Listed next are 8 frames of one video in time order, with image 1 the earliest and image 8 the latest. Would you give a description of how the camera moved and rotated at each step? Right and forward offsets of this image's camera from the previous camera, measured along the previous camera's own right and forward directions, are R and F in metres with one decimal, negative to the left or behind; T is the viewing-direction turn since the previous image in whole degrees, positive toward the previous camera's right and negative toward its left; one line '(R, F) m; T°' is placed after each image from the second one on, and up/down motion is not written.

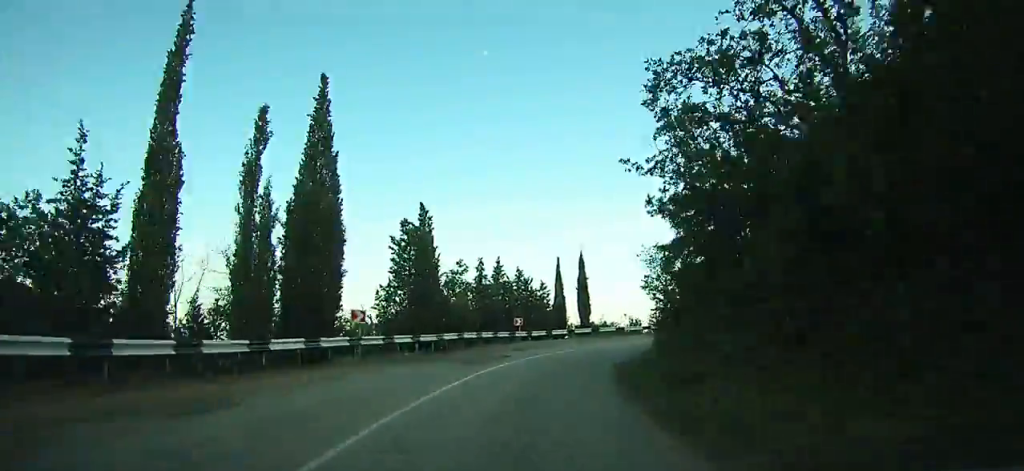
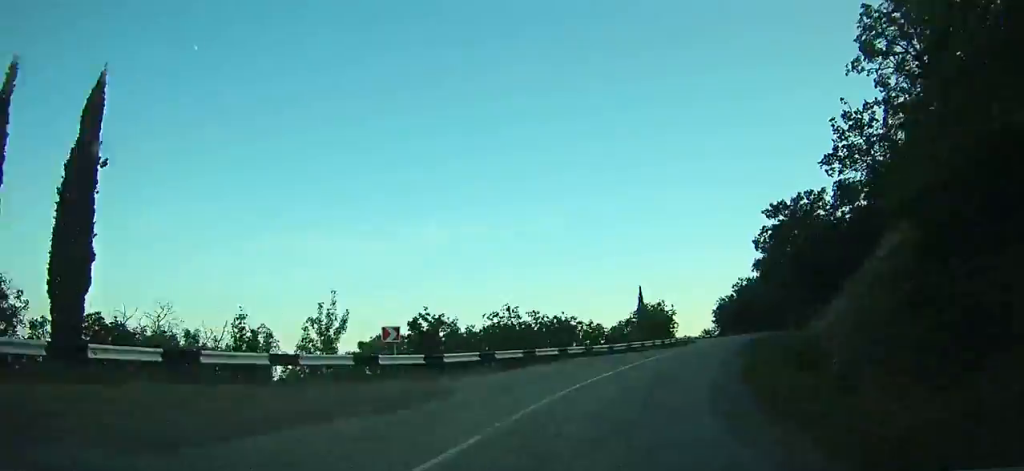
(+4.4, +38.1) m; +23°
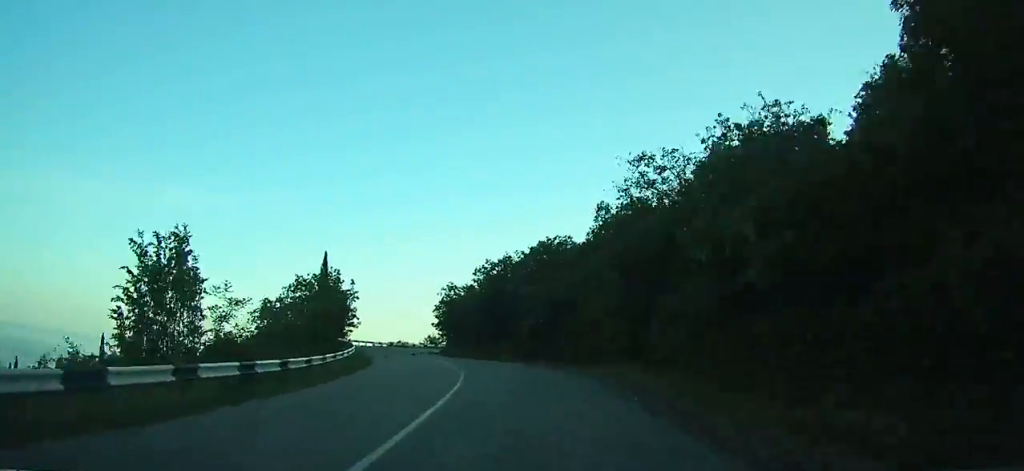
(+11.1, +38.5) m; +17°
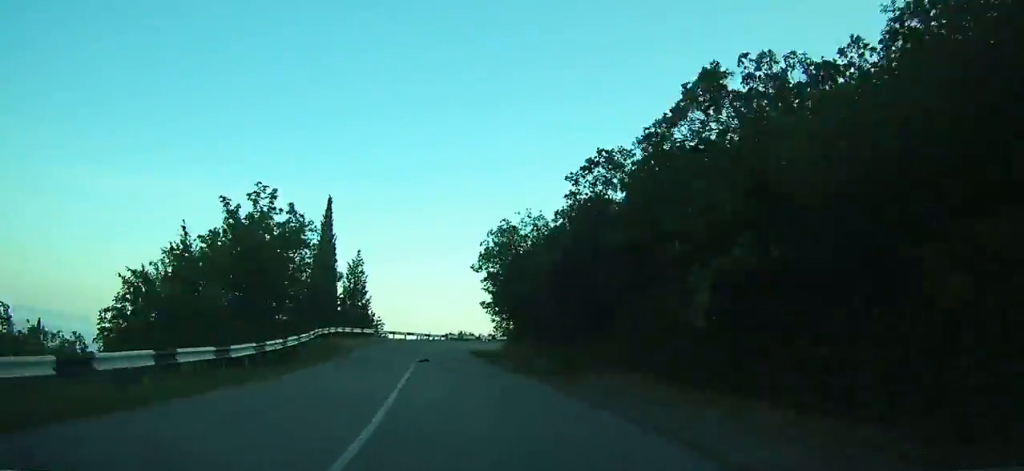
(-0.8, +22.6) m; -5°
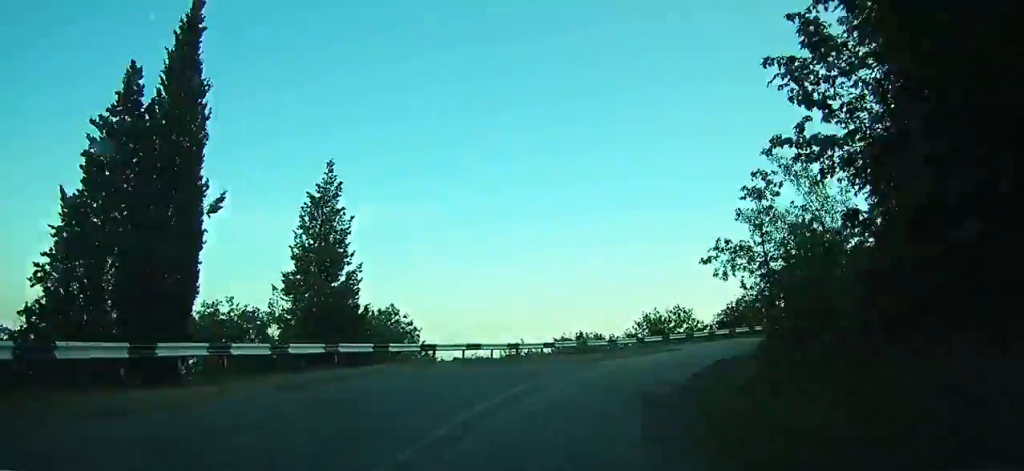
(-2.4, +30.1) m; +2°
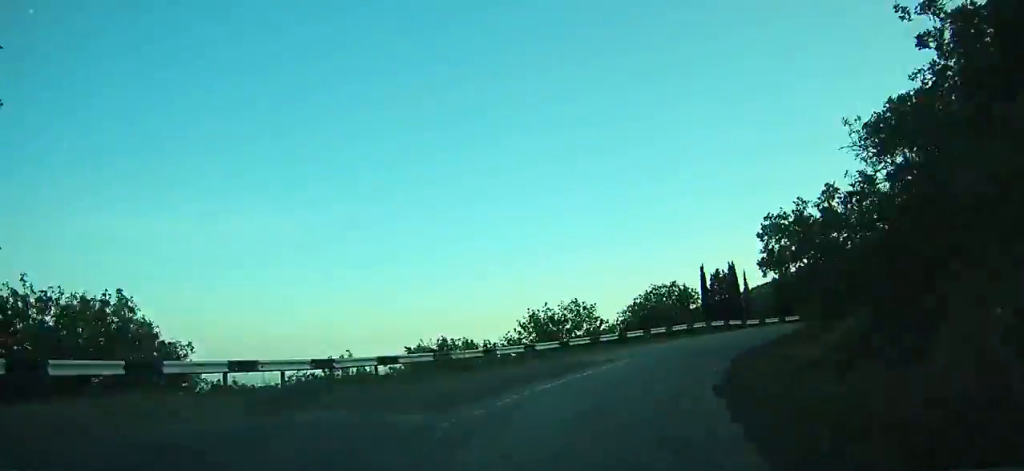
(+1.1, +12.0) m; +9°
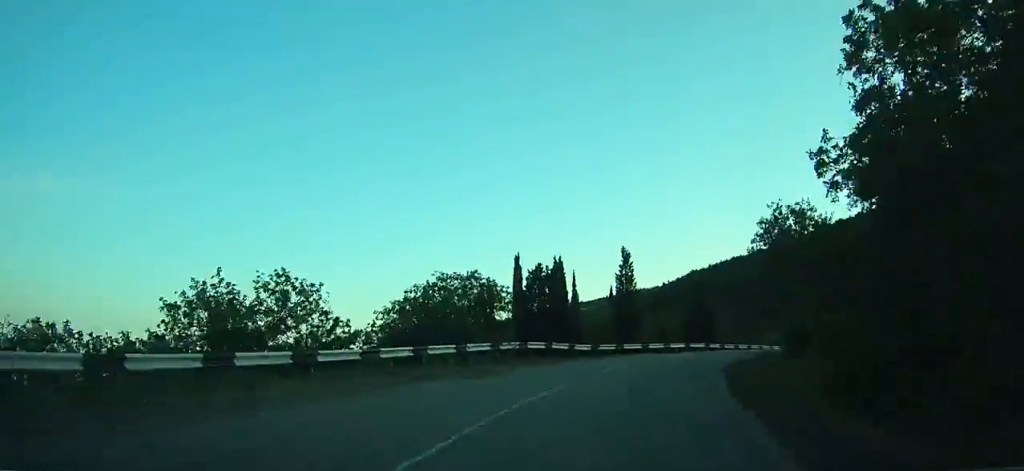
(+0.1, +16.6) m; +16°
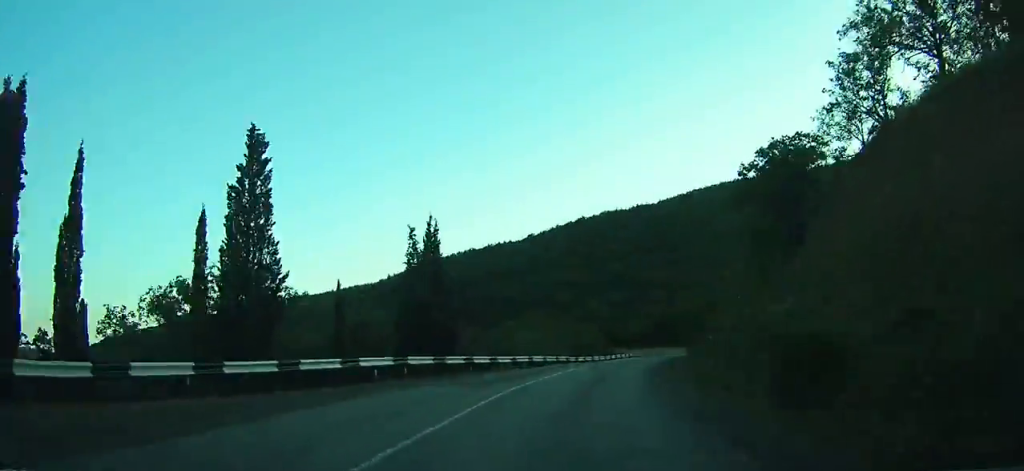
(+5.8, +22.5) m; +20°
